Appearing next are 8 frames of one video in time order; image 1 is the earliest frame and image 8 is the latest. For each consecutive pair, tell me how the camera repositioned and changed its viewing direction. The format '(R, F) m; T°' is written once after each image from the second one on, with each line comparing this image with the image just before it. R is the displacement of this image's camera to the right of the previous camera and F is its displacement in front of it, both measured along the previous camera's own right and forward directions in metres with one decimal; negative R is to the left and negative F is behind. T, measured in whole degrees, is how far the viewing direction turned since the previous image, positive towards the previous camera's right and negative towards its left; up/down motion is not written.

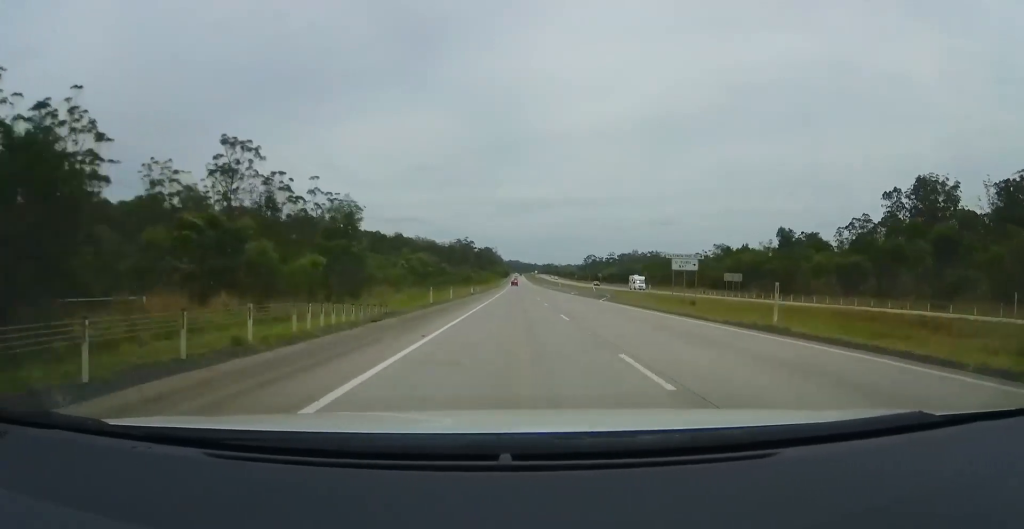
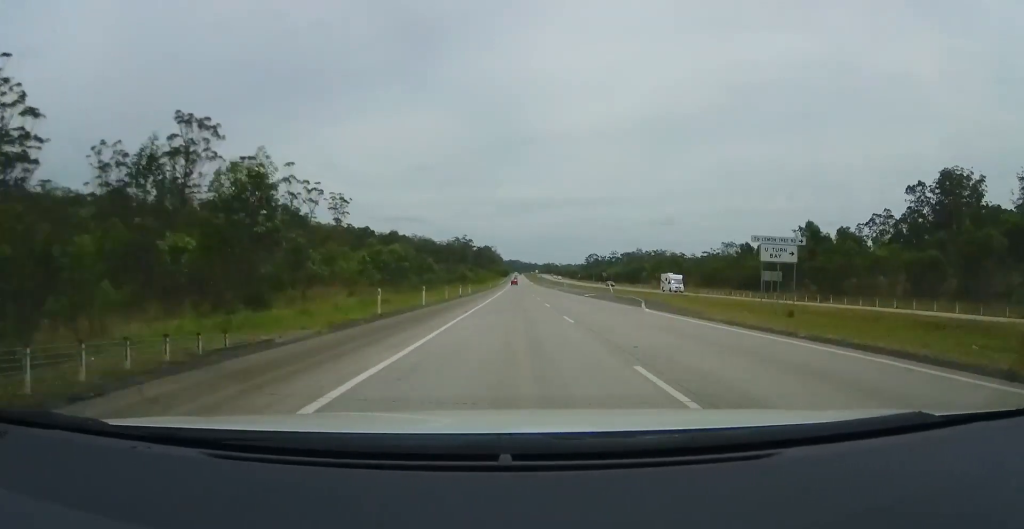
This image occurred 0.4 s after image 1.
(+0.2, +13.3) m; 0°
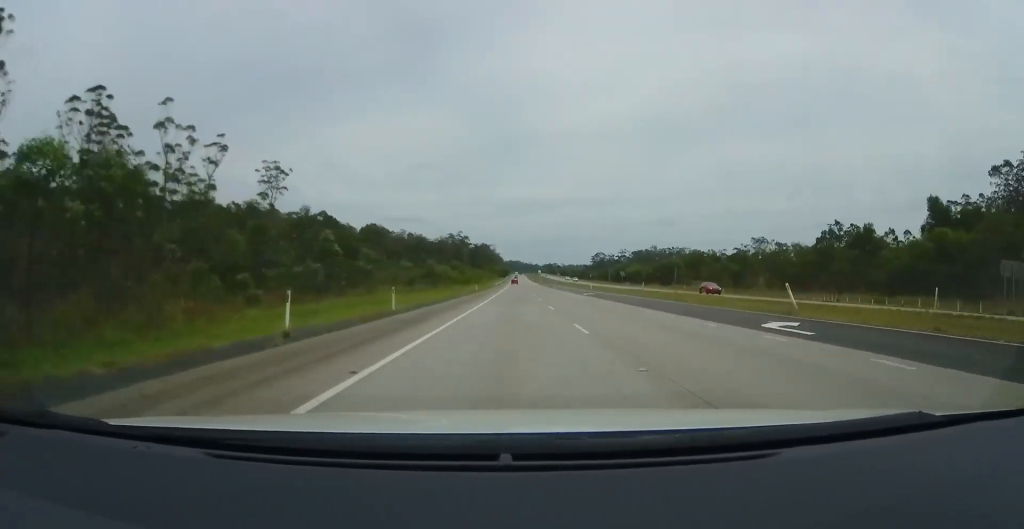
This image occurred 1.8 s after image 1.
(-0.7, +40.0) m; -1°
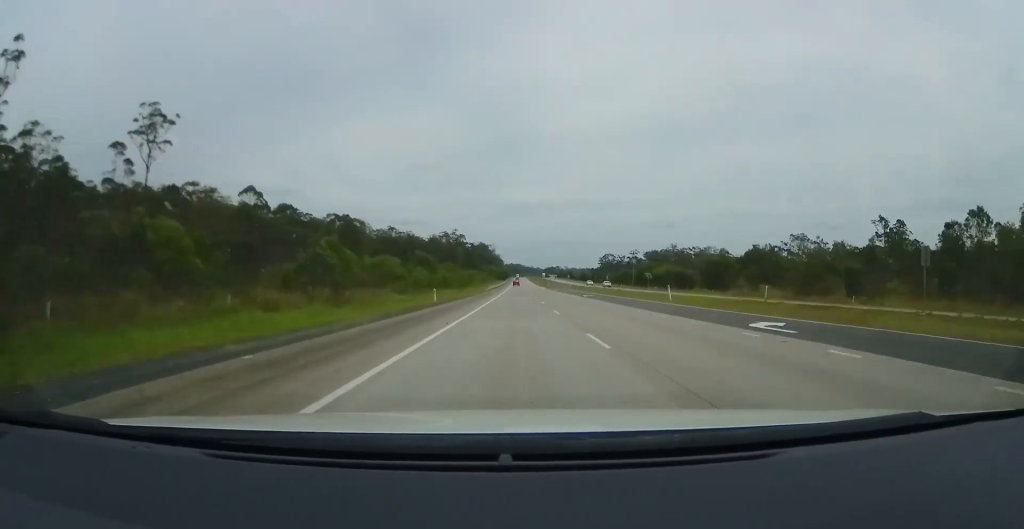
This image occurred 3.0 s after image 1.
(+0.1, +37.5) m; 0°
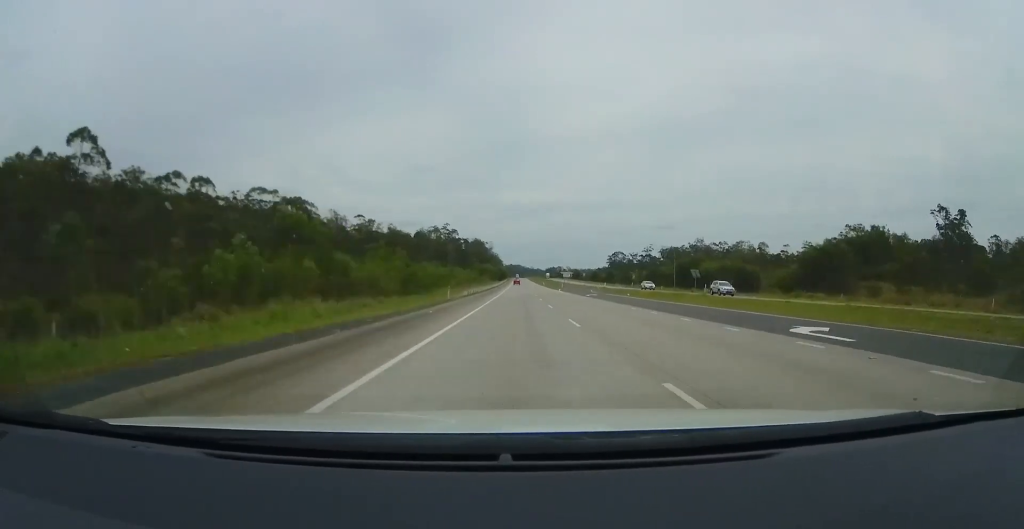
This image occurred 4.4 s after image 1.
(-0.3, +42.2) m; 0°
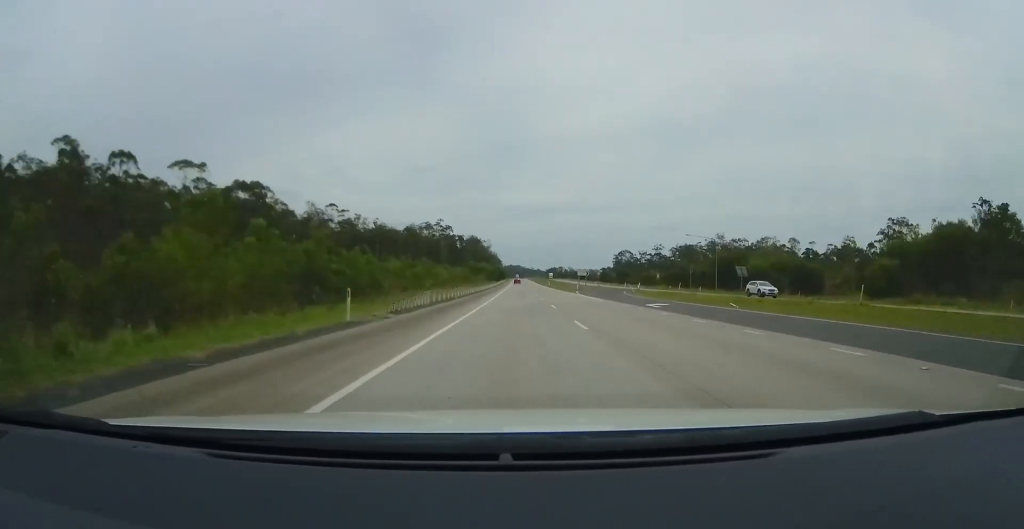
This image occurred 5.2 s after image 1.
(0.0, +25.2) m; 0°
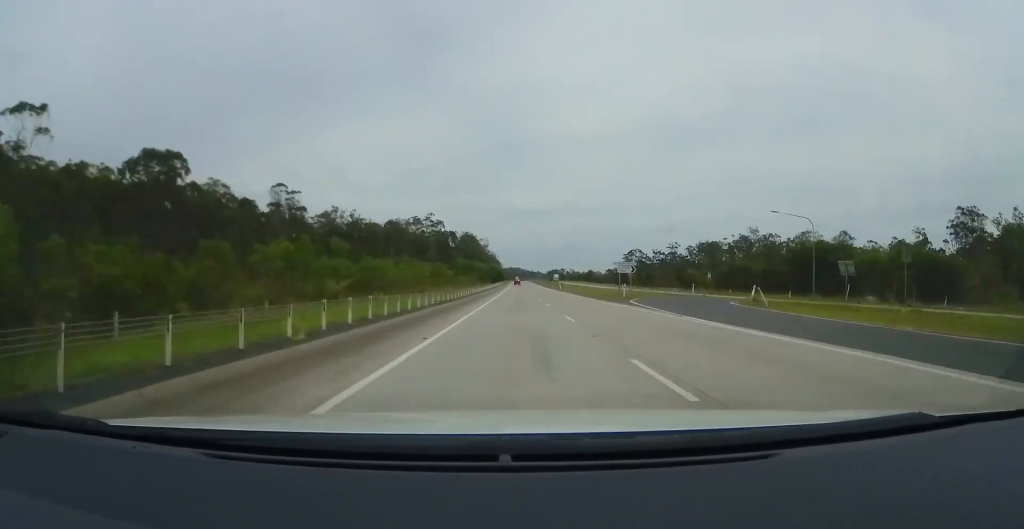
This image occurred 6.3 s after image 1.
(+0.2, +32.2) m; 0°
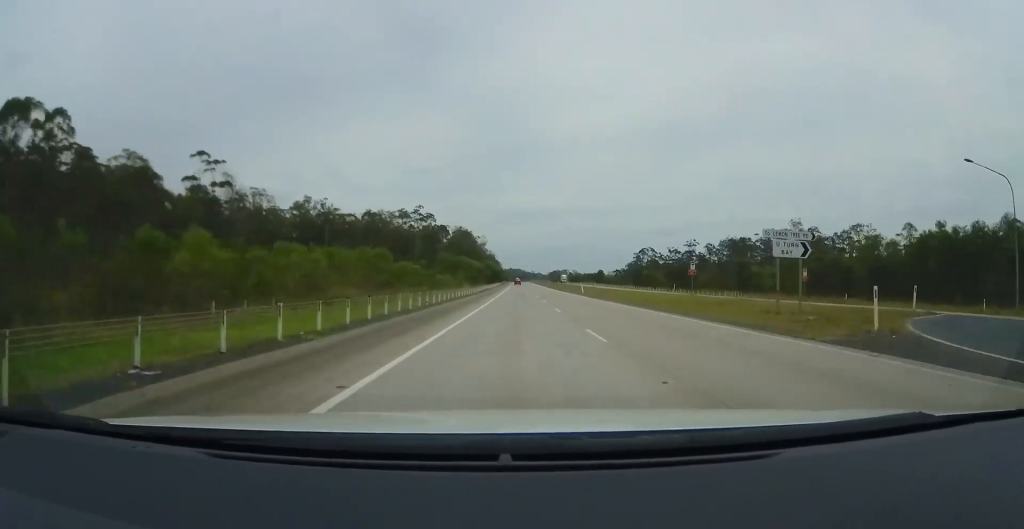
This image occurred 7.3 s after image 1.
(-0.3, +29.7) m; +1°
